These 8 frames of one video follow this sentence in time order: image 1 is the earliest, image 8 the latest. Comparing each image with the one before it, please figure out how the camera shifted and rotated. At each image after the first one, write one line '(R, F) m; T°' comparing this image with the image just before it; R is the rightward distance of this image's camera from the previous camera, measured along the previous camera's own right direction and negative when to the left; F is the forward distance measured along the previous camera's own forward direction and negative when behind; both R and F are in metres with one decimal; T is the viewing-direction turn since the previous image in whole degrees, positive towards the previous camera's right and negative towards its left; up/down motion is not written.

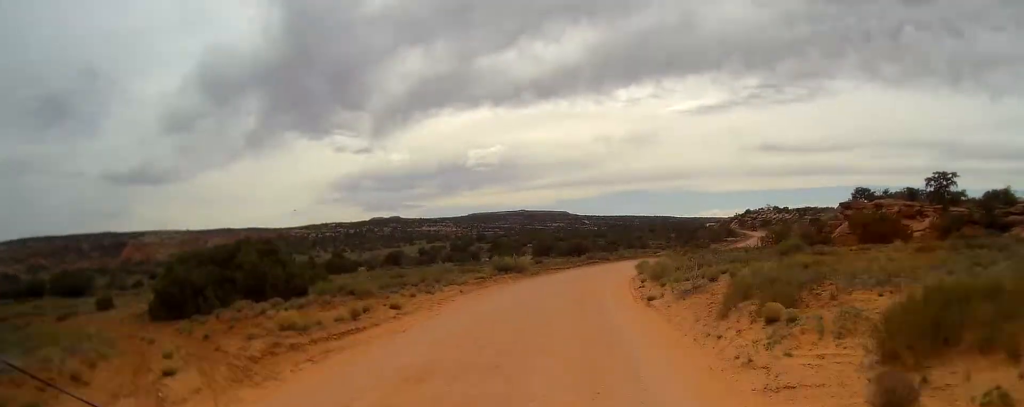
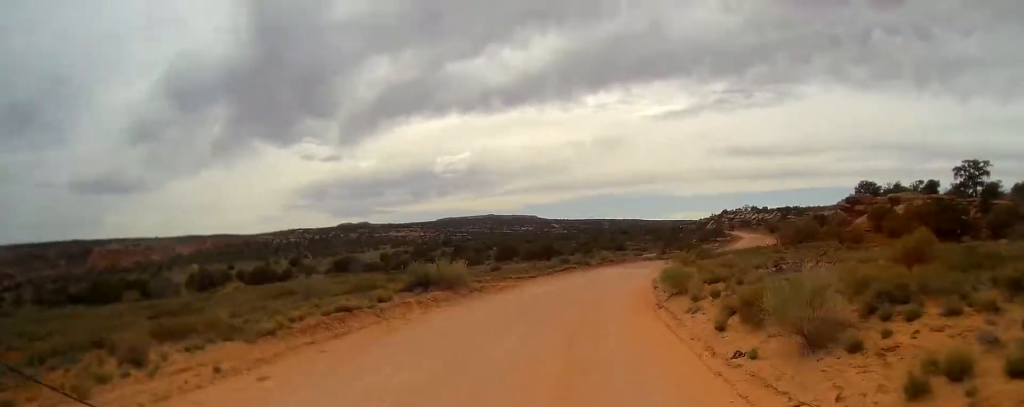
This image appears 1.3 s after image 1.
(0.0, +17.8) m; +2°
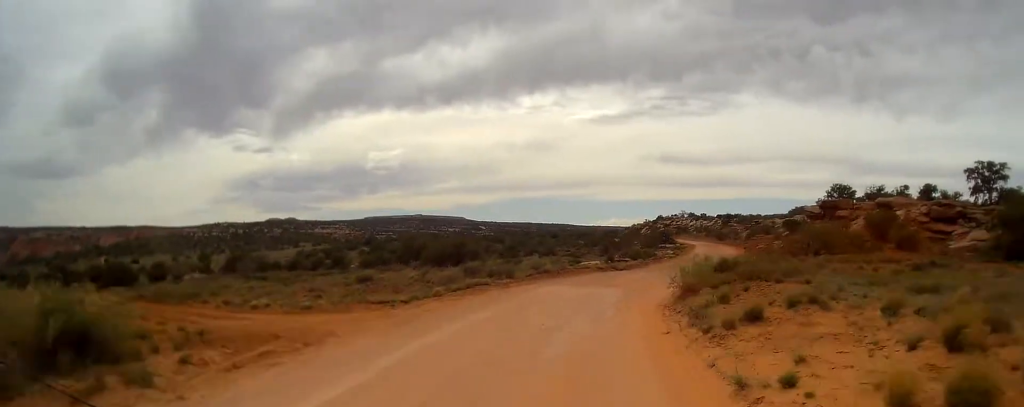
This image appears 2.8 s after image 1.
(+1.1, +19.5) m; +7°
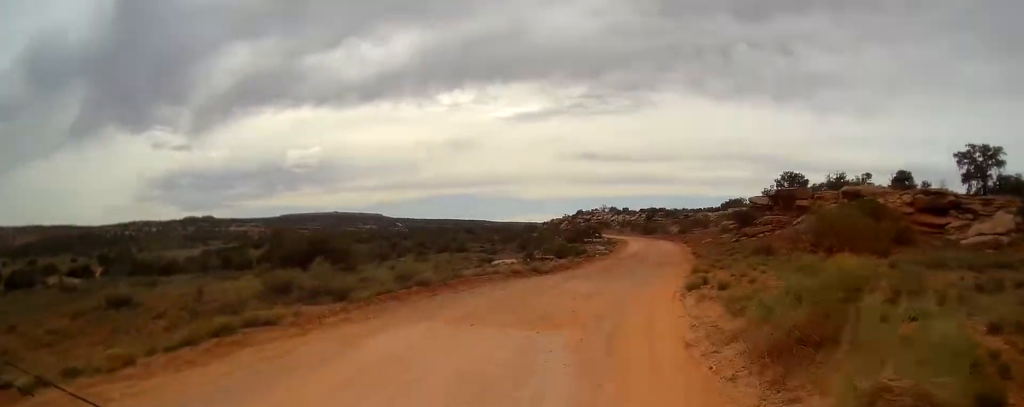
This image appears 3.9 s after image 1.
(+0.7, +14.9) m; +6°
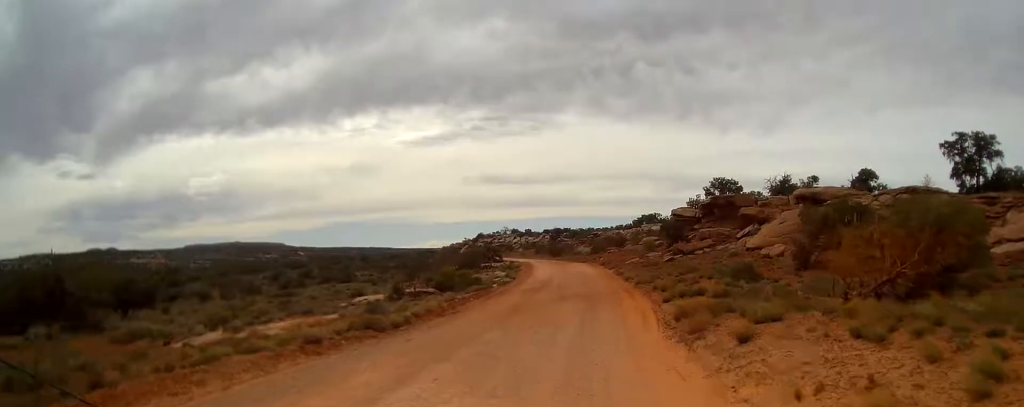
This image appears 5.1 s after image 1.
(+1.0, +15.6) m; +8°
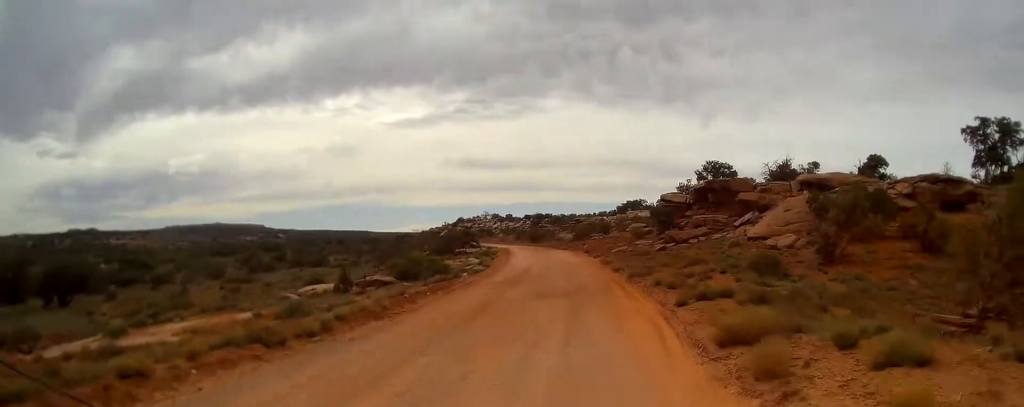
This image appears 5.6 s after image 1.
(+0.1, +5.7) m; +3°
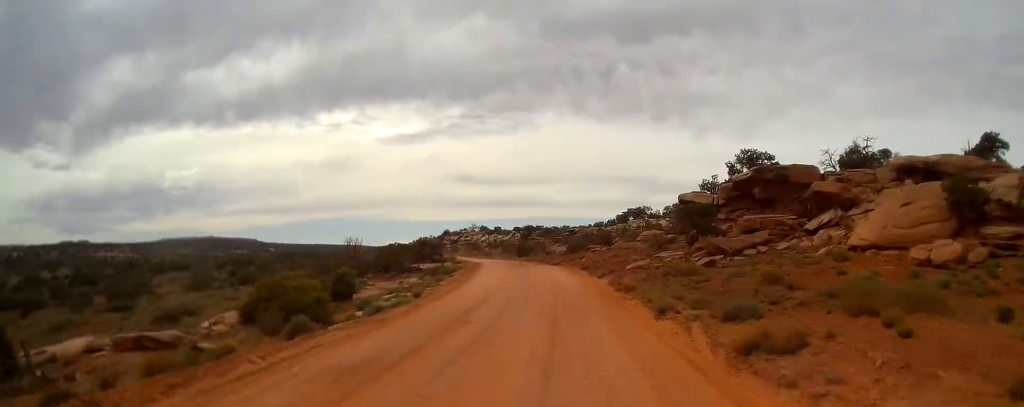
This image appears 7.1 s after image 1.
(+0.7, +20.2) m; +2°
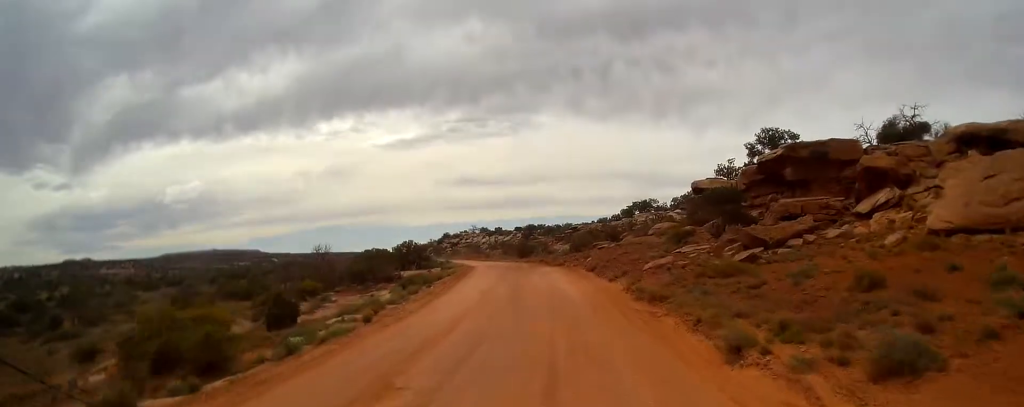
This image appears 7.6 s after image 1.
(0.0, +7.3) m; 0°
